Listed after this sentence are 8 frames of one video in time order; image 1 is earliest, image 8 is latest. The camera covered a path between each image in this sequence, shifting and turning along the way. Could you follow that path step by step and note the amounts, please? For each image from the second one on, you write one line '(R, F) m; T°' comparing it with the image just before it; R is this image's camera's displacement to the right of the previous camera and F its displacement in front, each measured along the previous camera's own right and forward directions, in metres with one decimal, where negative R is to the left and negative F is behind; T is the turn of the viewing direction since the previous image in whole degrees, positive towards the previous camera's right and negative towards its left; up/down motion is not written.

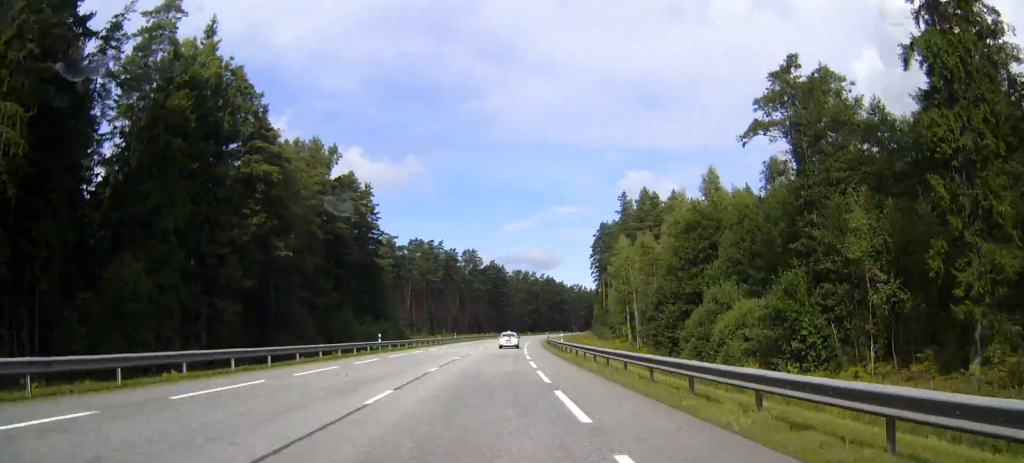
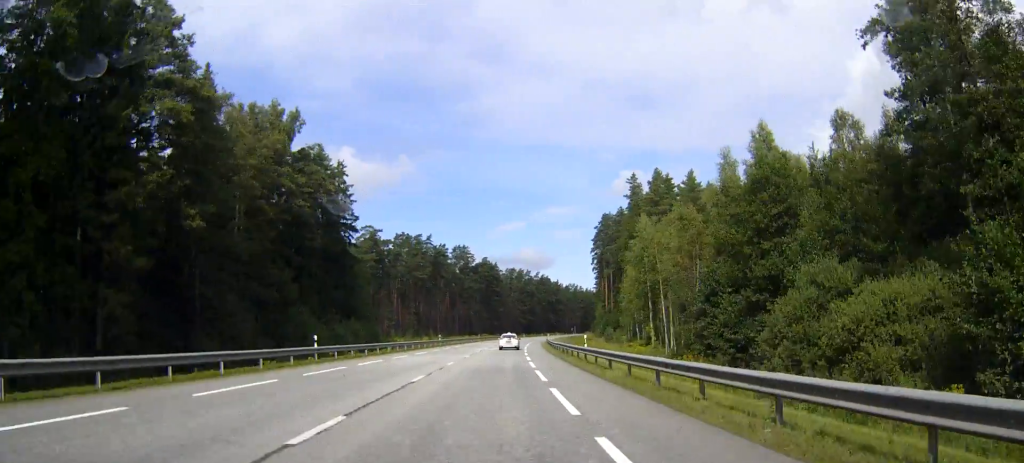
(+0.3, +16.6) m; +1°
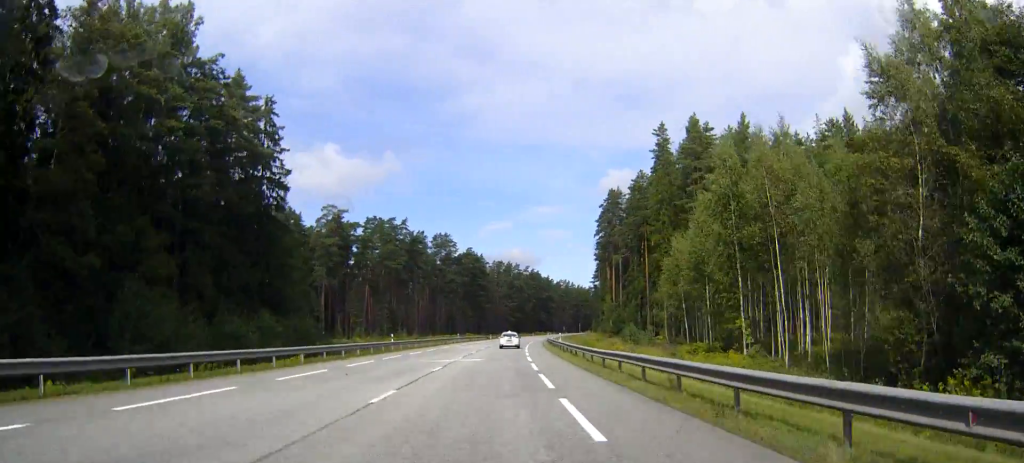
(+0.5, +29.9) m; +2°
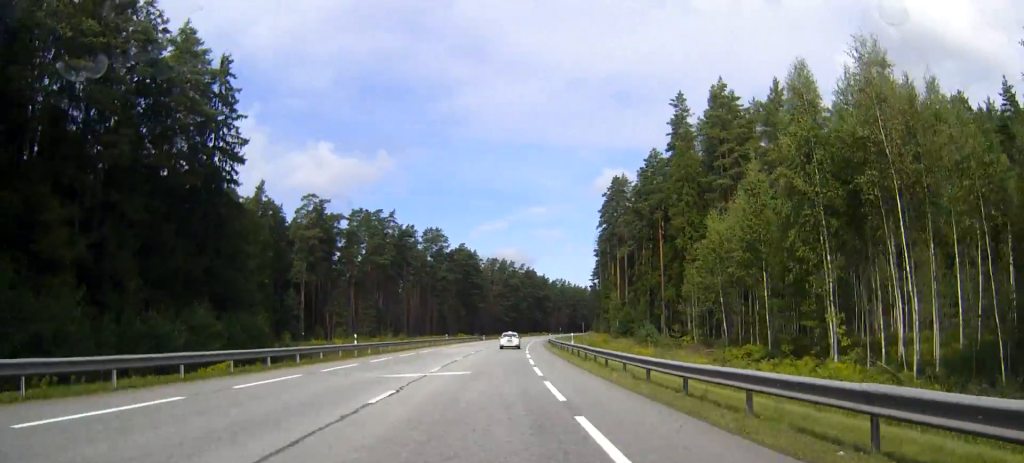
(0.0, +12.4) m; +1°
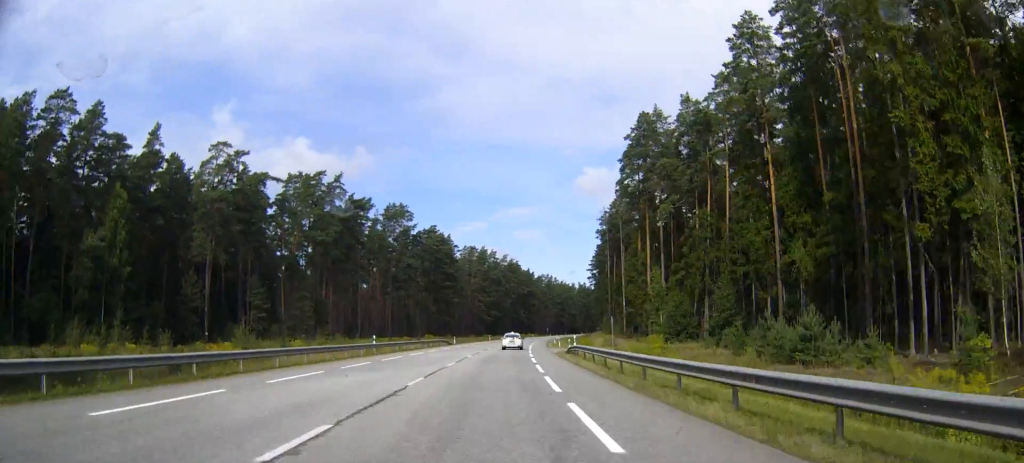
(+0.5, +42.1) m; +1°
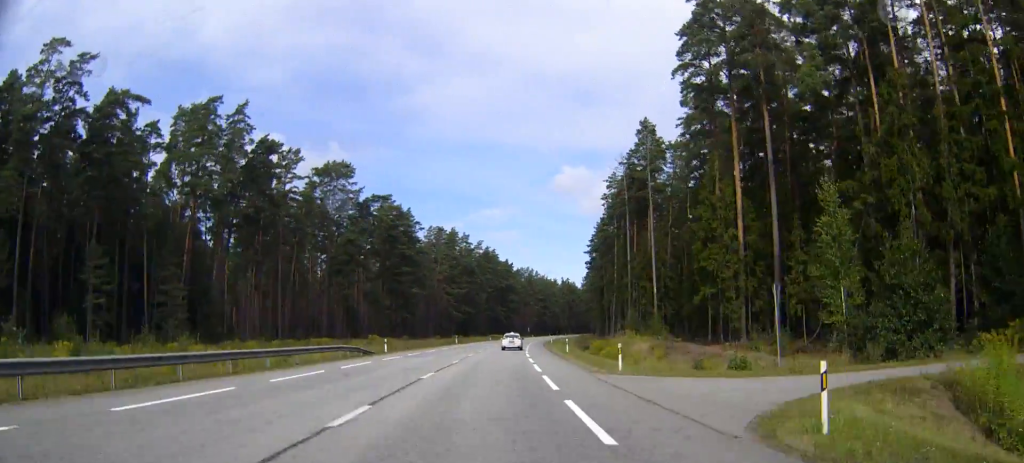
(+0.2, +43.6) m; +1°
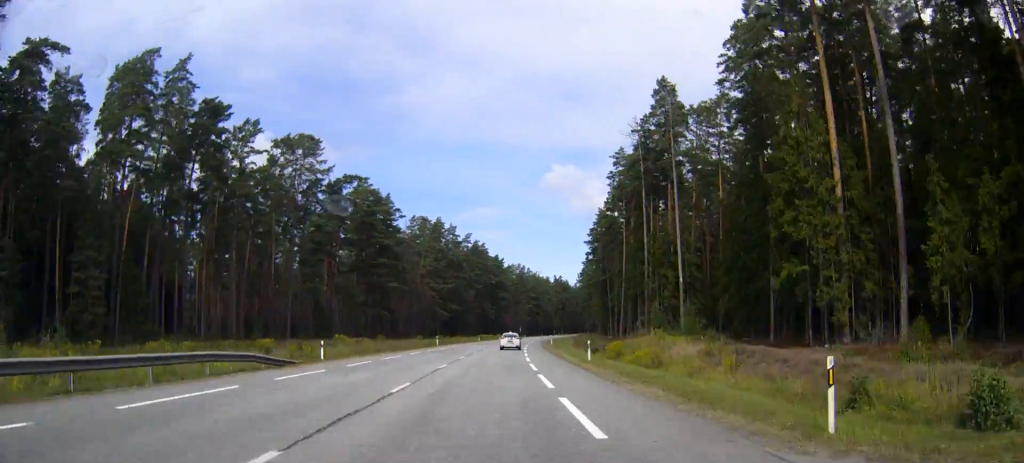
(+0.1, +17.5) m; +1°
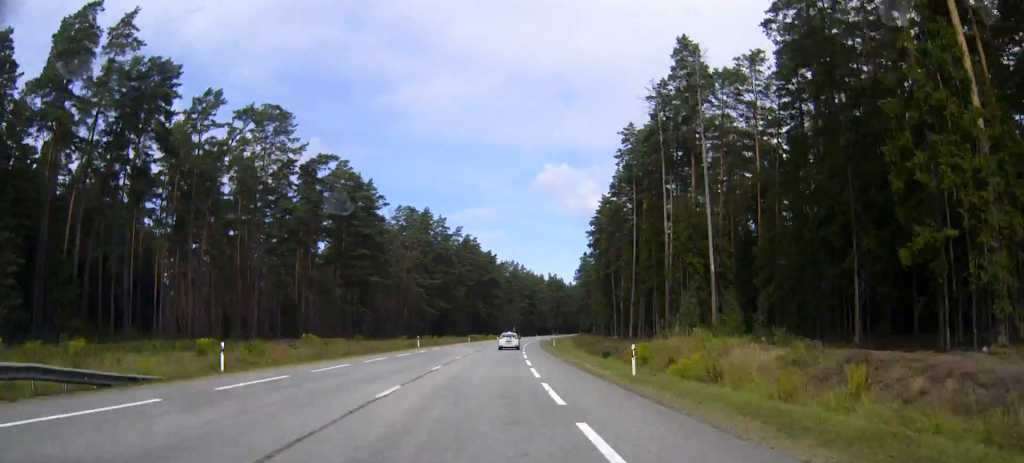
(+0.2, +13.3) m; +1°
